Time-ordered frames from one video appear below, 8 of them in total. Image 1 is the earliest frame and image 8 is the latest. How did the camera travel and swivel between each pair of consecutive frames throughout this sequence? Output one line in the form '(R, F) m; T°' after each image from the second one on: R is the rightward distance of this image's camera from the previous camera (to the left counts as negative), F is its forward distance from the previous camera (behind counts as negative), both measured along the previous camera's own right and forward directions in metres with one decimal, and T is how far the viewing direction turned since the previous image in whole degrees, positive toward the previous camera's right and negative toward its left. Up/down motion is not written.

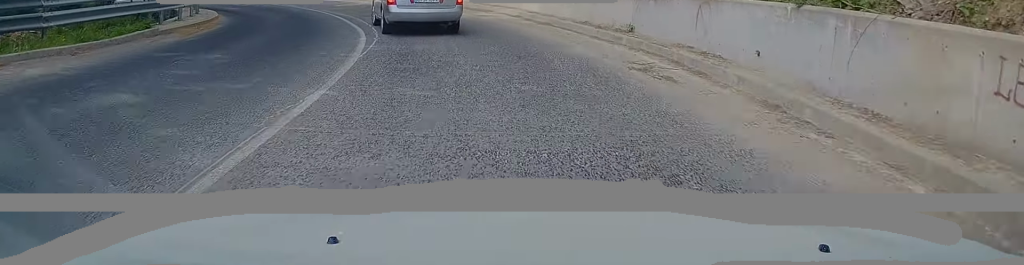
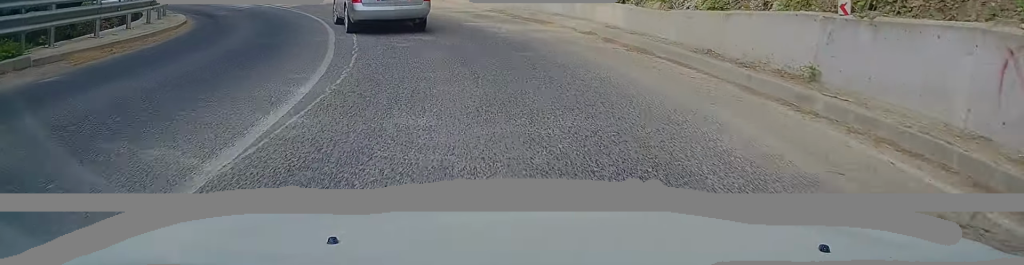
(-0.3, +6.8) m; -6°
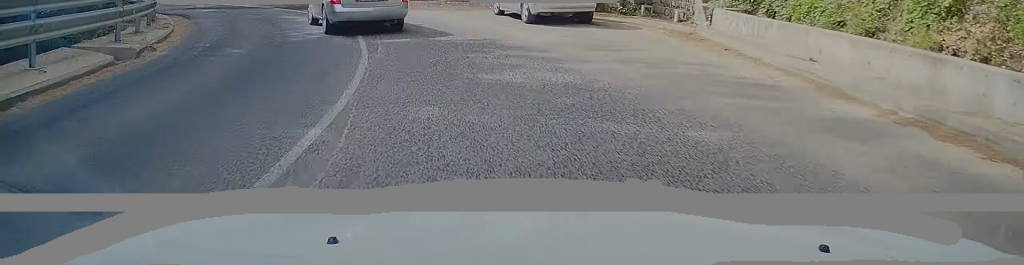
(-1.8, +14.7) m; -15°
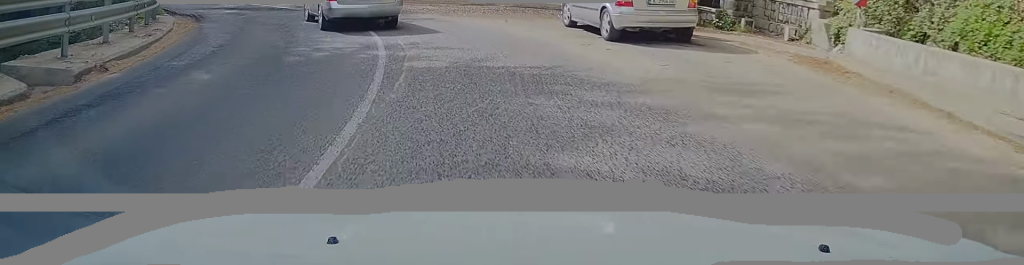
(-0.1, +3.6) m; -6°
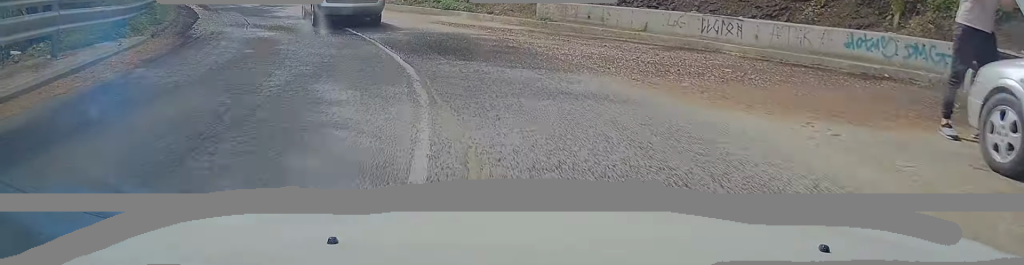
(-1.4, +9.4) m; -14°
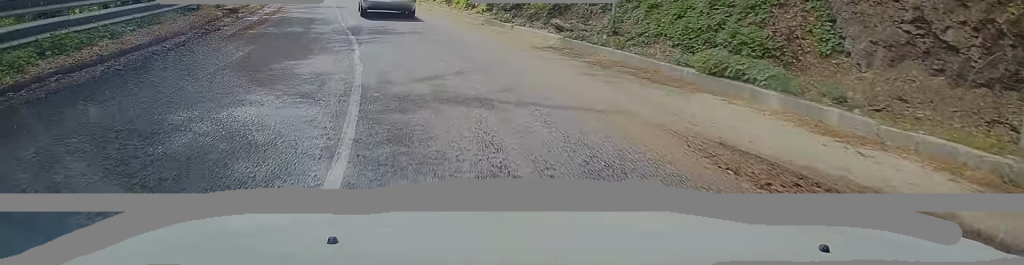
(-1.2, +11.9) m; -16°
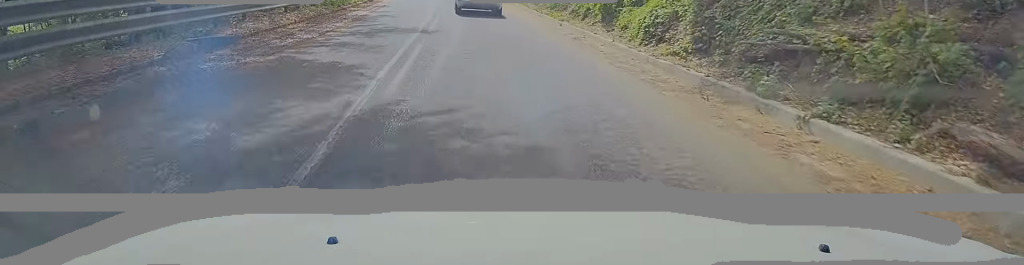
(-1.8, +9.5) m; -15°
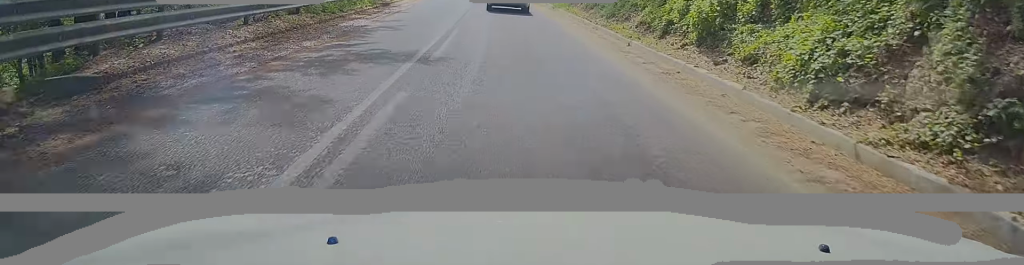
(-0.5, +5.5) m; -2°
